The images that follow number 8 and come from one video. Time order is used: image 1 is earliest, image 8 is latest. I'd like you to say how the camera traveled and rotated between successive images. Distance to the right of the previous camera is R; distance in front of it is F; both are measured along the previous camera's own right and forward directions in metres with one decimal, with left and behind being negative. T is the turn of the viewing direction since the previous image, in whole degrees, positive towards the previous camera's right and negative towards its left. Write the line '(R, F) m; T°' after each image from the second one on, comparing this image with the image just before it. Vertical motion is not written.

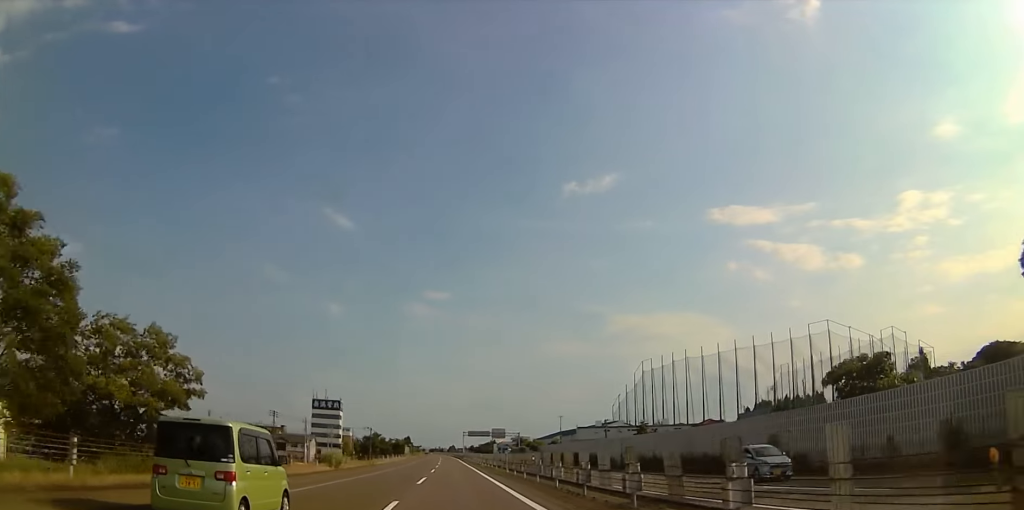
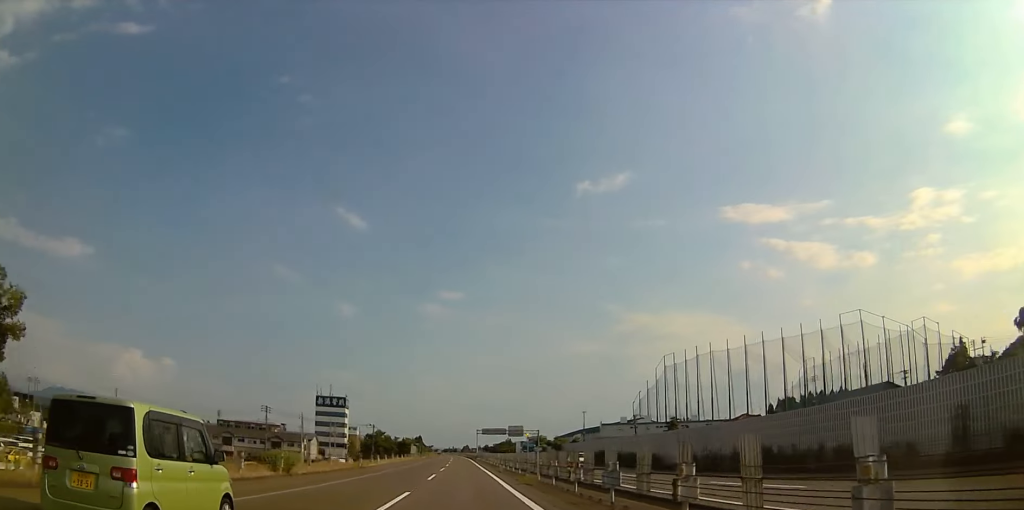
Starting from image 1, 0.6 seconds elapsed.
(-0.2, +19.4) m; -1°
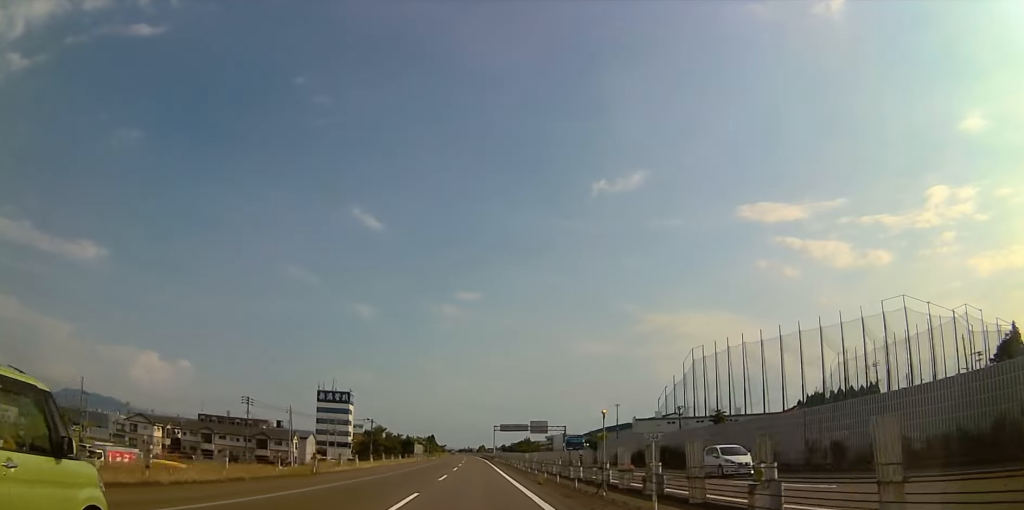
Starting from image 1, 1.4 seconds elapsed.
(0.0, +25.0) m; 0°
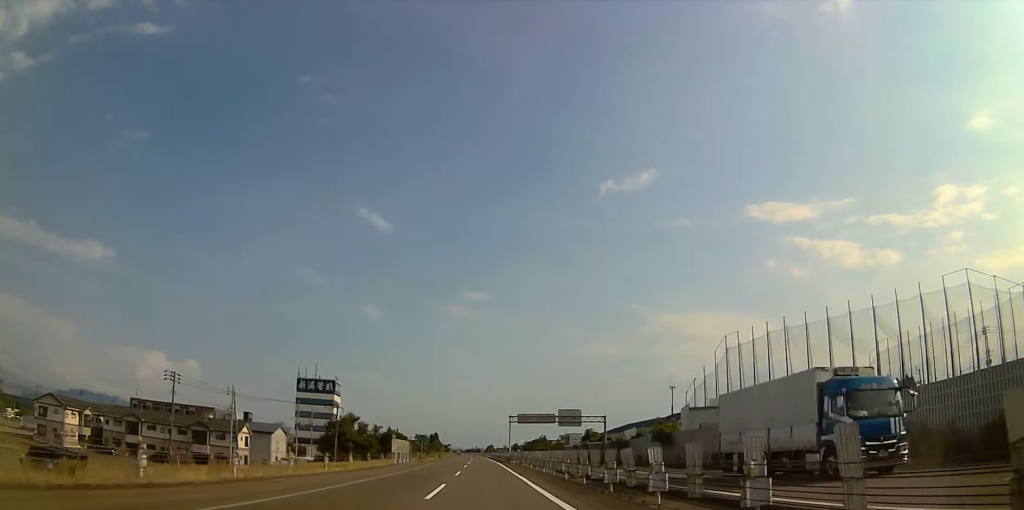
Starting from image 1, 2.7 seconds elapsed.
(-0.7, +38.9) m; -3°
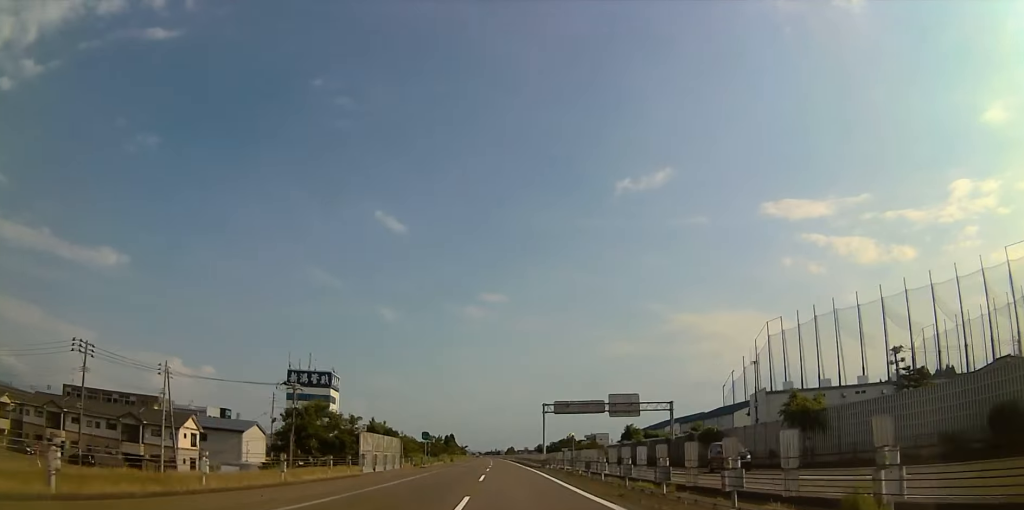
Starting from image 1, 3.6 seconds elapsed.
(-0.7, +28.1) m; -1°
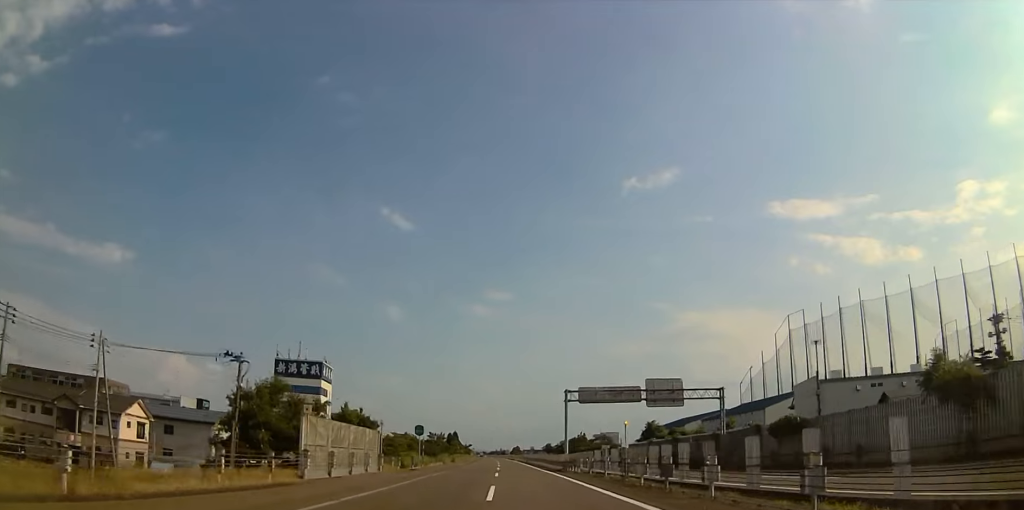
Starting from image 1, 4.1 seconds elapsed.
(+0.2, +14.9) m; +1°
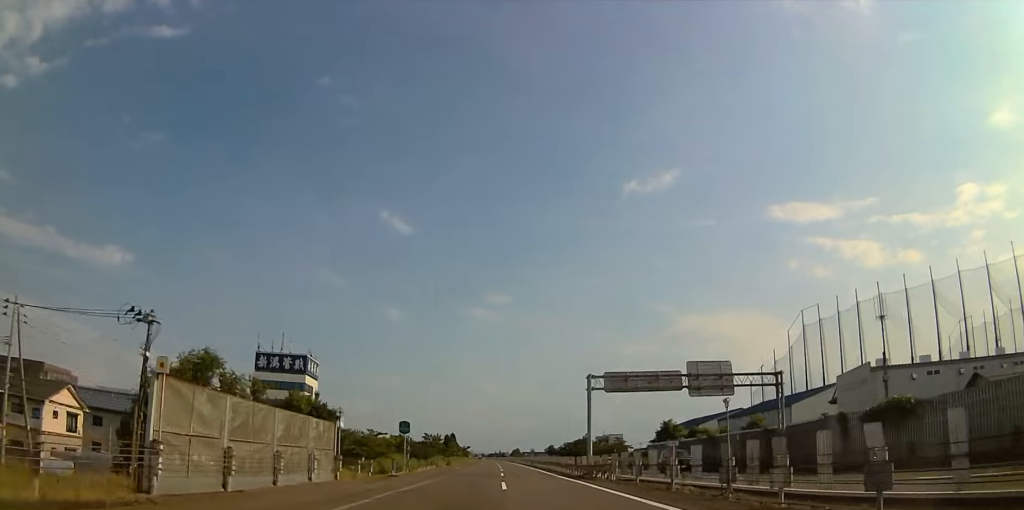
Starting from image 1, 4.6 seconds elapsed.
(+0.1, +12.7) m; 0°
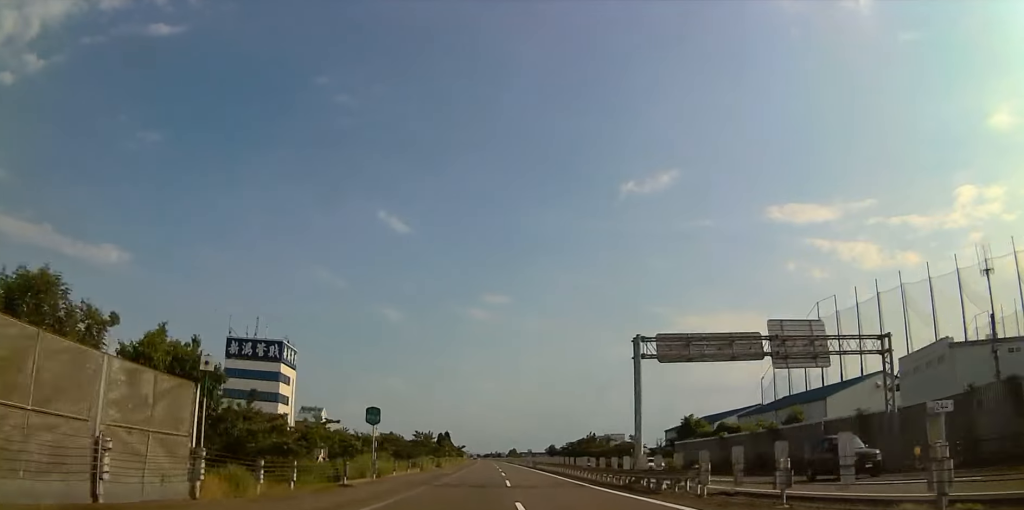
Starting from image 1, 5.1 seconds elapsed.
(+0.1, +14.7) m; -1°
